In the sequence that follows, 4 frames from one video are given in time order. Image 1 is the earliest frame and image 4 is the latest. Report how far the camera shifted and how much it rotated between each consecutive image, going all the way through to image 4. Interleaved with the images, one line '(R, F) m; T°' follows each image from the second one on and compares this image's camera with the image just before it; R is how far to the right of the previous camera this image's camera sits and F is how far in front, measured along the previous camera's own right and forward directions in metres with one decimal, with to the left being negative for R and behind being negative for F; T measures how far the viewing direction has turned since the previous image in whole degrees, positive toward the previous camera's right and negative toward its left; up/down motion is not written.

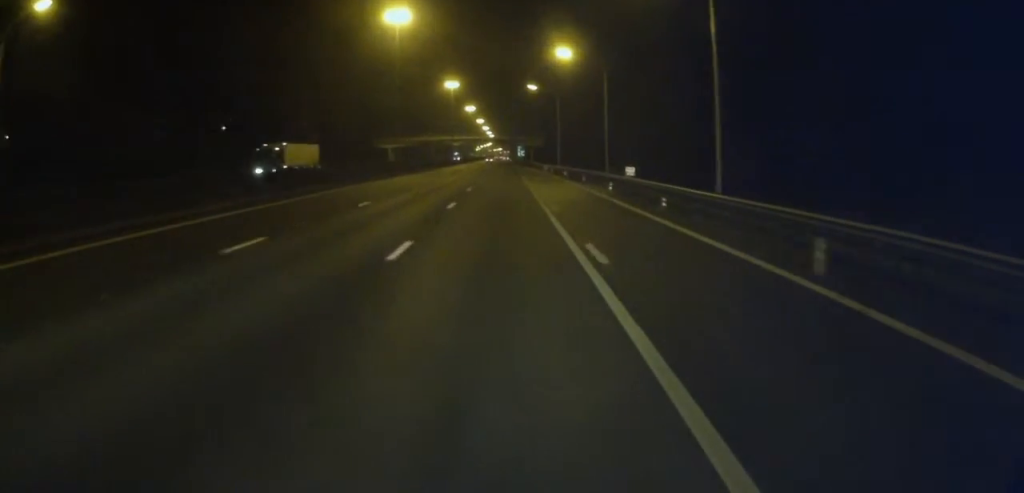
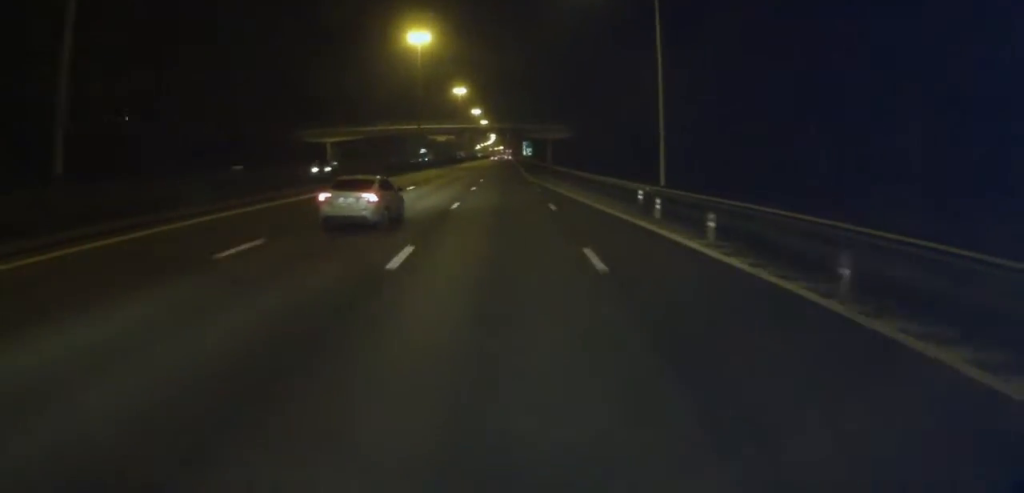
(-0.7, +62.6) m; -2°
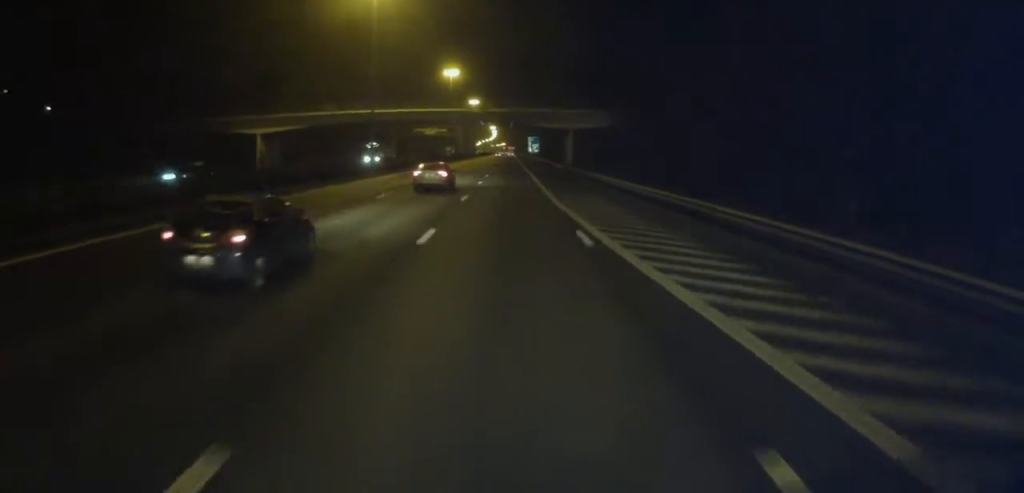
(0.0, +34.9) m; +1°
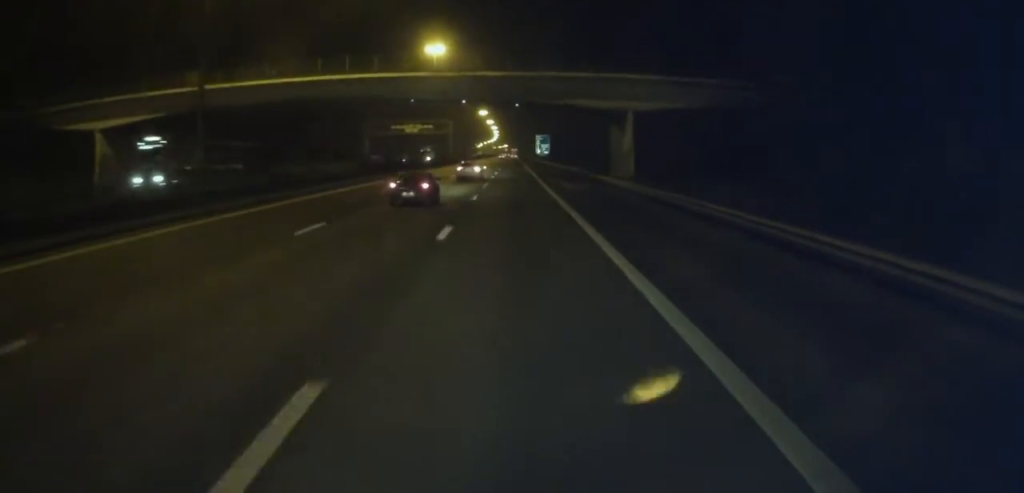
(+0.5, +36.5) m; 0°
